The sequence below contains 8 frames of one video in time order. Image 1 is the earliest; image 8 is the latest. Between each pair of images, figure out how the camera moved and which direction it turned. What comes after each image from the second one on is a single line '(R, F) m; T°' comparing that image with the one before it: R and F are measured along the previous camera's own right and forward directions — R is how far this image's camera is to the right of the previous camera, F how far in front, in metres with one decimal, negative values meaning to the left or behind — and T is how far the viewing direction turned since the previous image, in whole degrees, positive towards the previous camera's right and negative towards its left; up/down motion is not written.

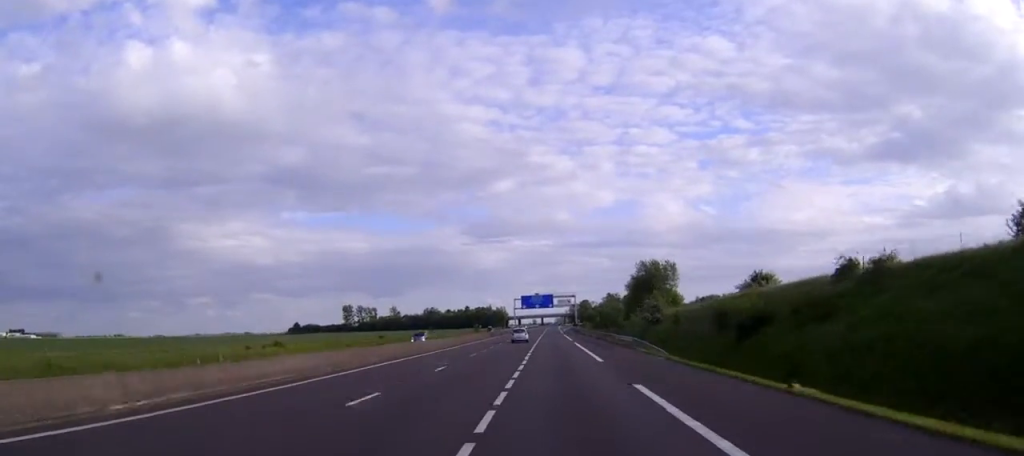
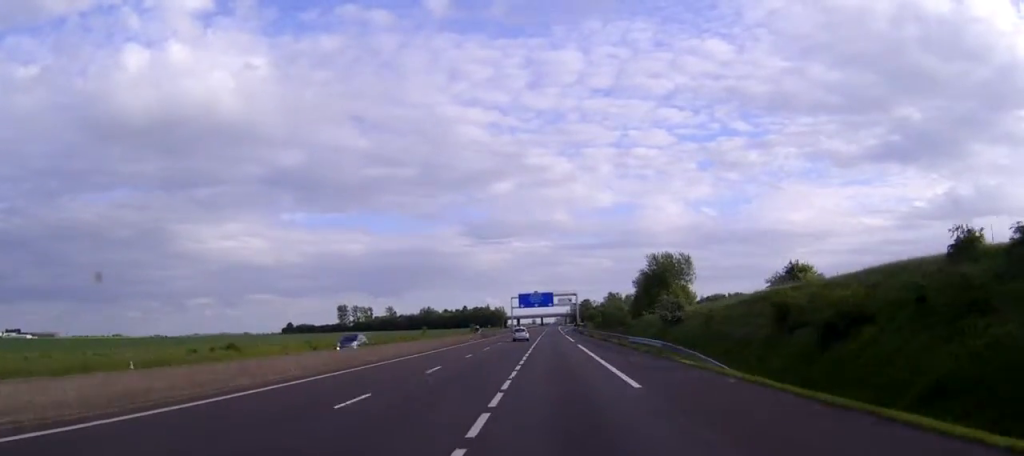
(0.0, +13.8) m; 0°
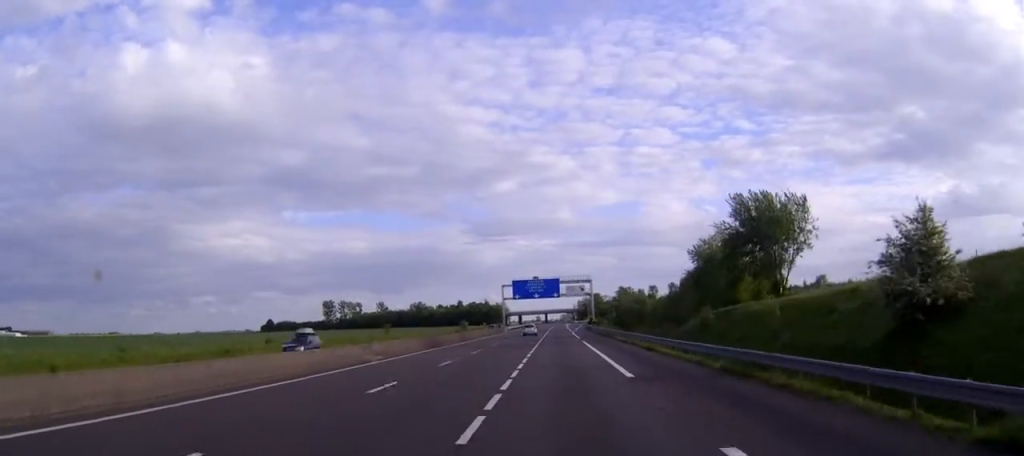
(-0.2, +48.9) m; 0°
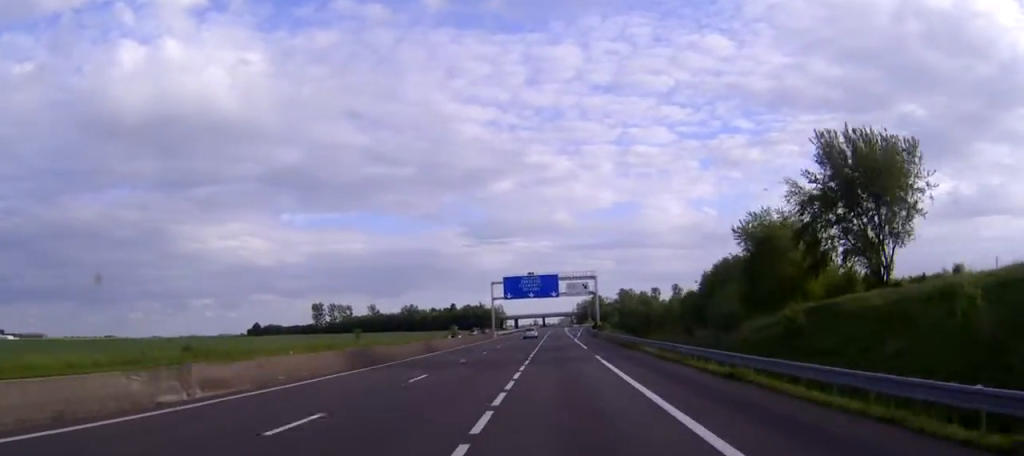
(0.0, +20.2) m; 0°
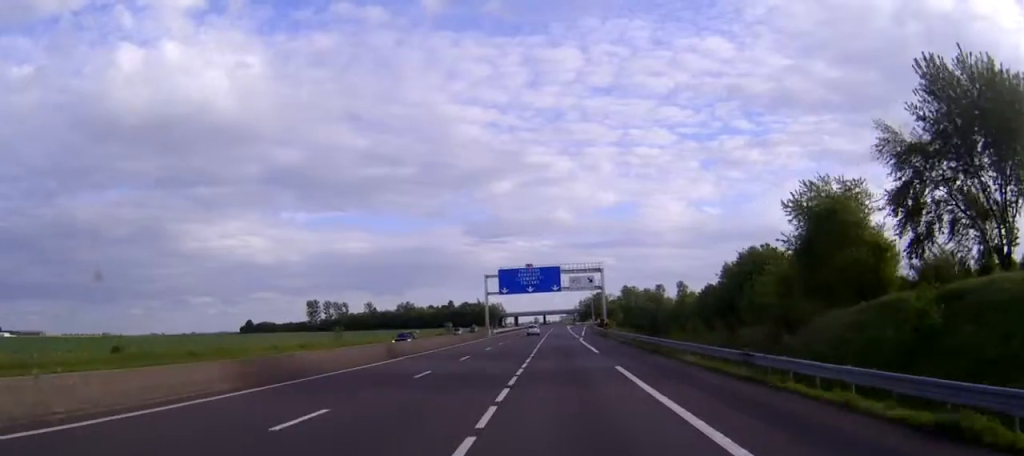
(0.0, +12.8) m; 0°
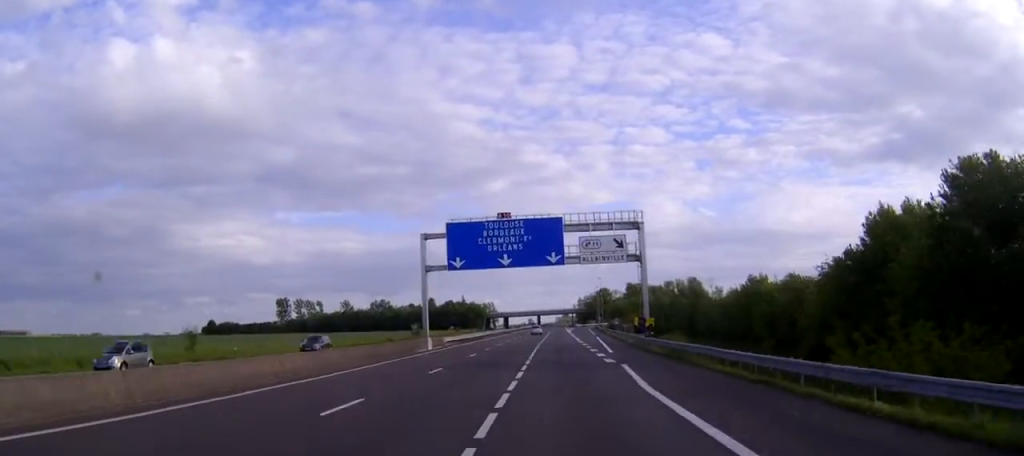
(0.0, +48.6) m; 0°
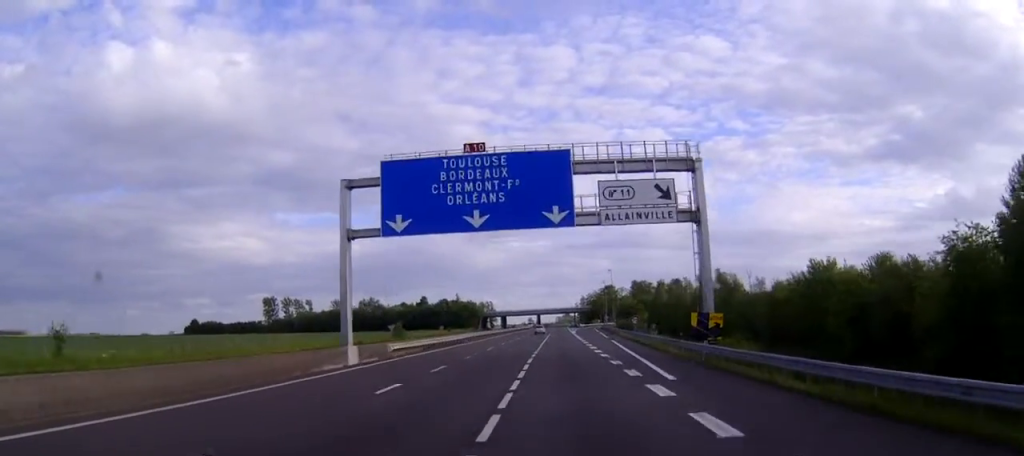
(0.0, +22.0) m; 0°
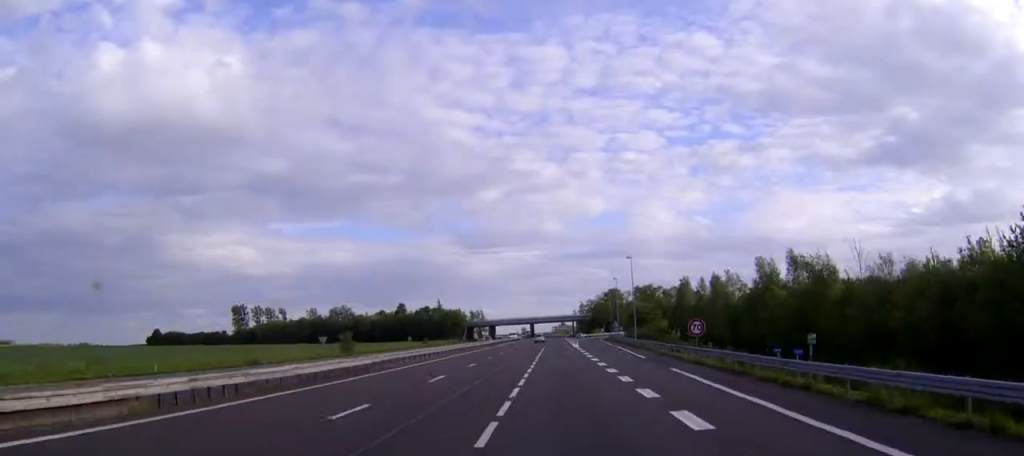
(0.0, +36.6) m; 0°
